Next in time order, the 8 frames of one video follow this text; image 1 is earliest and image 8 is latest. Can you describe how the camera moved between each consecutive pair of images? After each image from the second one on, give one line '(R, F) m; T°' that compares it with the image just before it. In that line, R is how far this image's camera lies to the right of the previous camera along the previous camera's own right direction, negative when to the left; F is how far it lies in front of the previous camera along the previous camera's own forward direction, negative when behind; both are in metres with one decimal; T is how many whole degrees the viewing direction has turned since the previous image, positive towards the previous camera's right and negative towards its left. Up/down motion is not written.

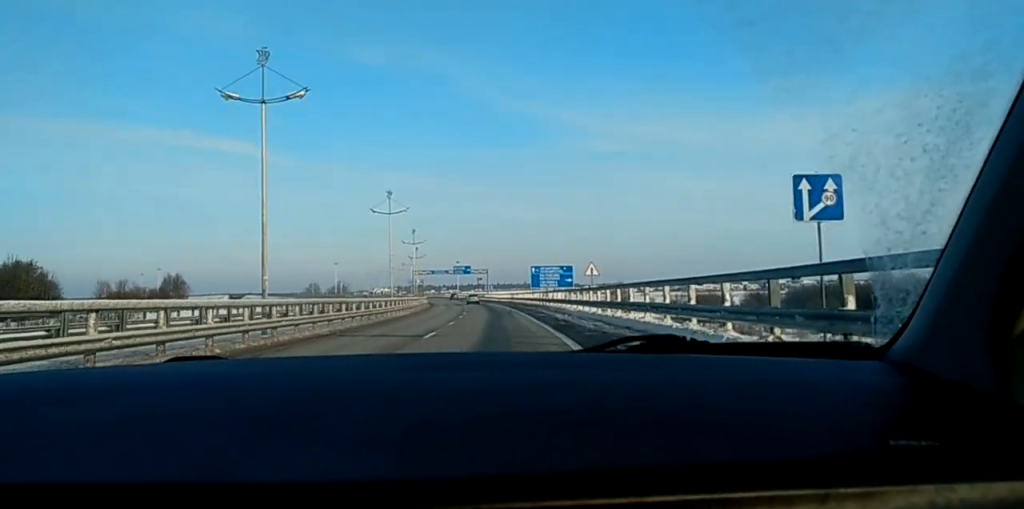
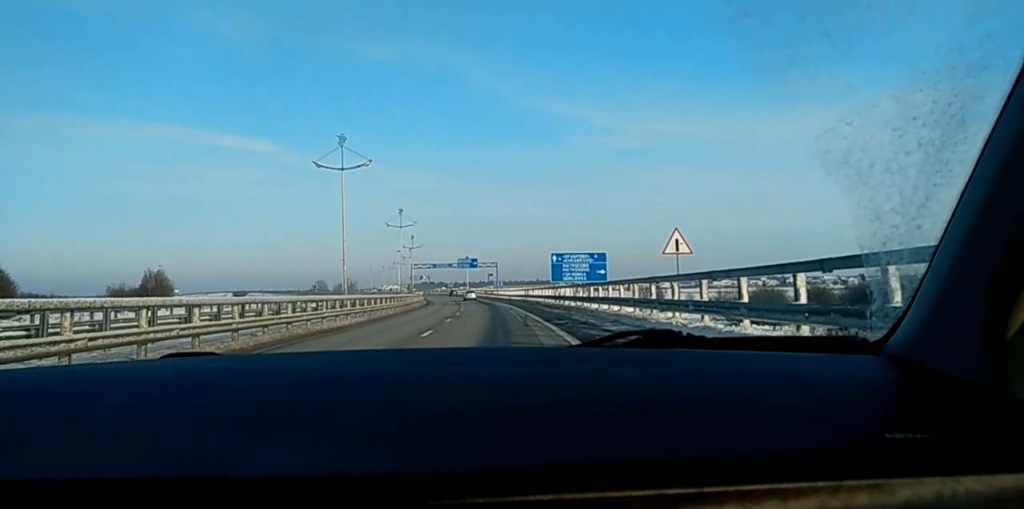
(0.0, +24.4) m; -1°
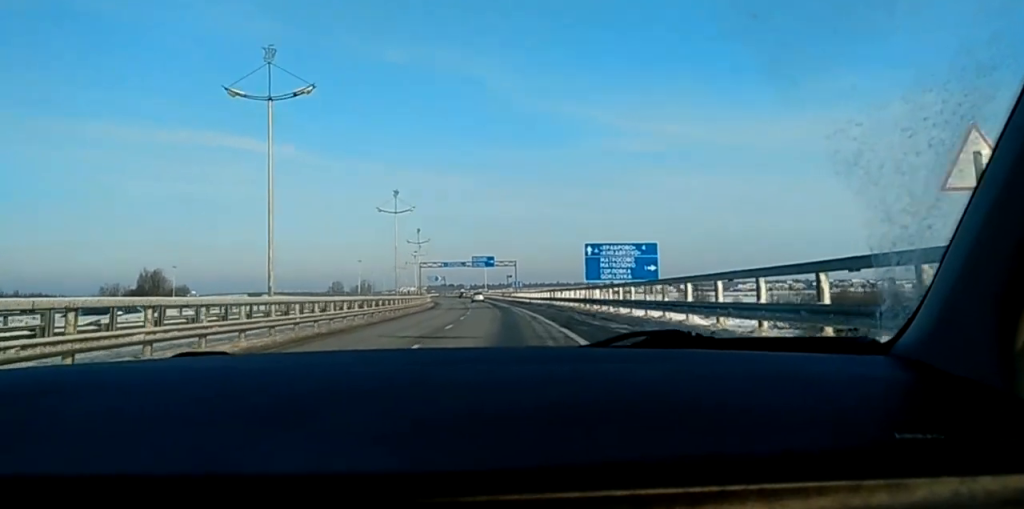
(-0.2, +18.1) m; -1°
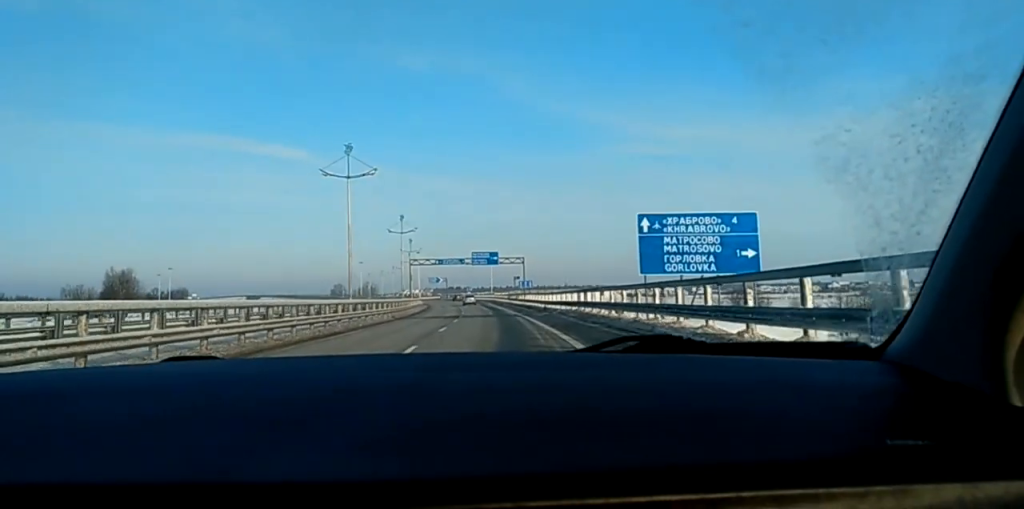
(-0.3, +22.5) m; -1°
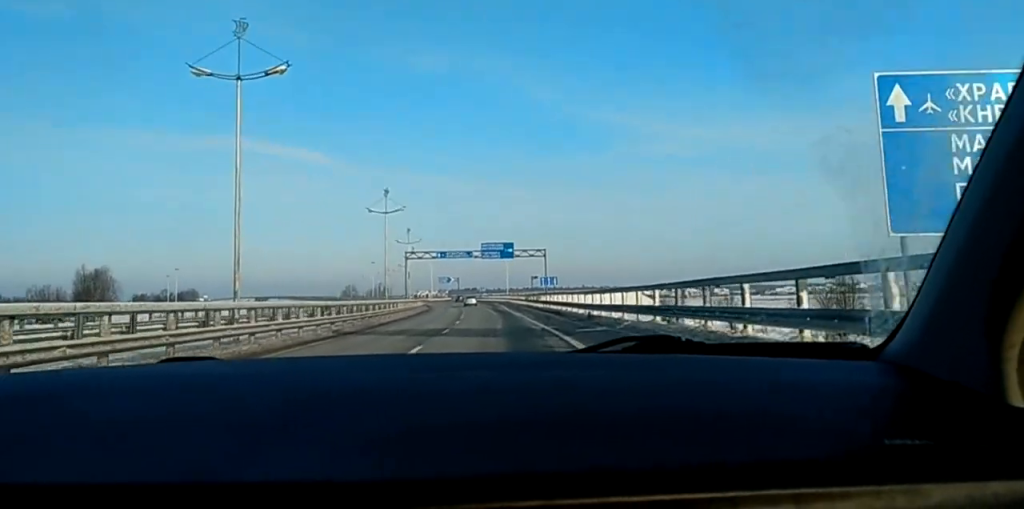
(-0.2, +22.5) m; -1°
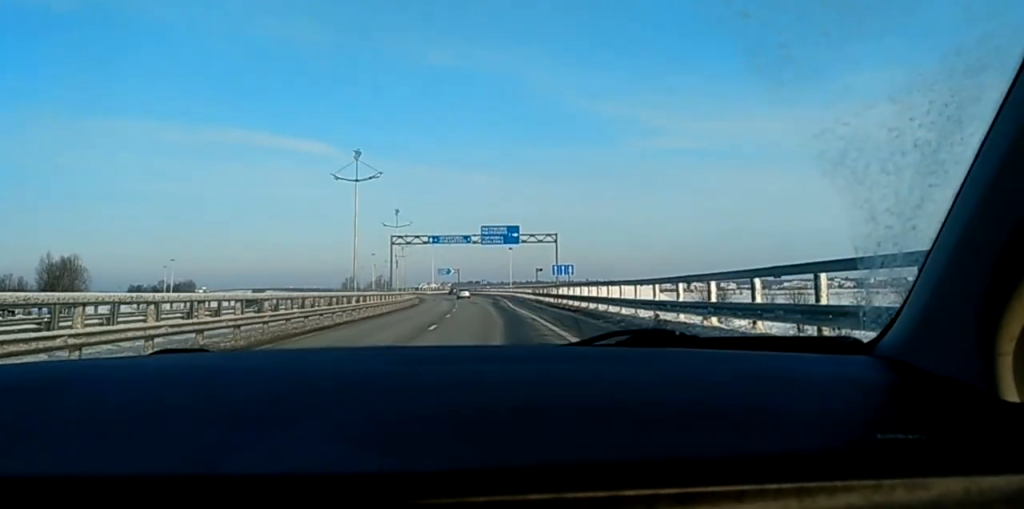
(-0.1, +15.2) m; -1°
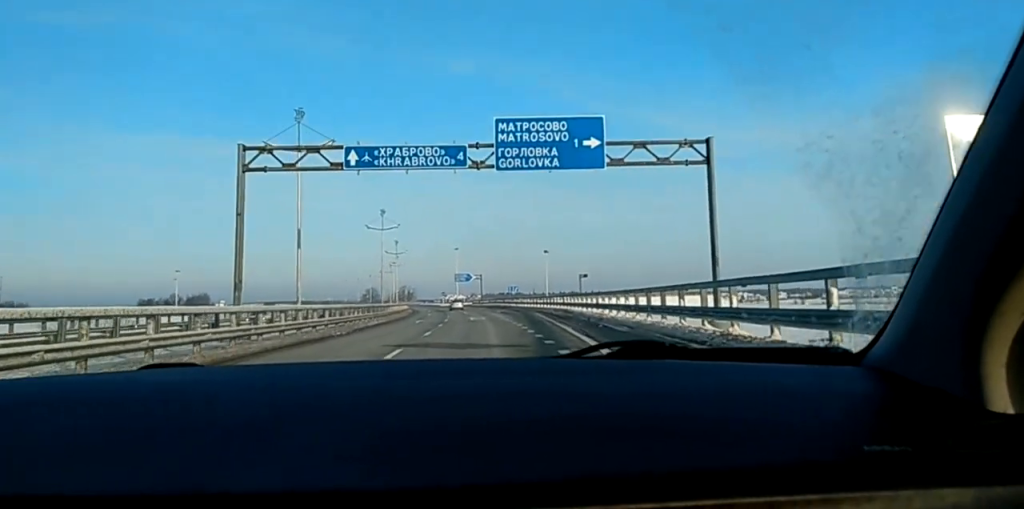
(-1.2, +55.6) m; -2°
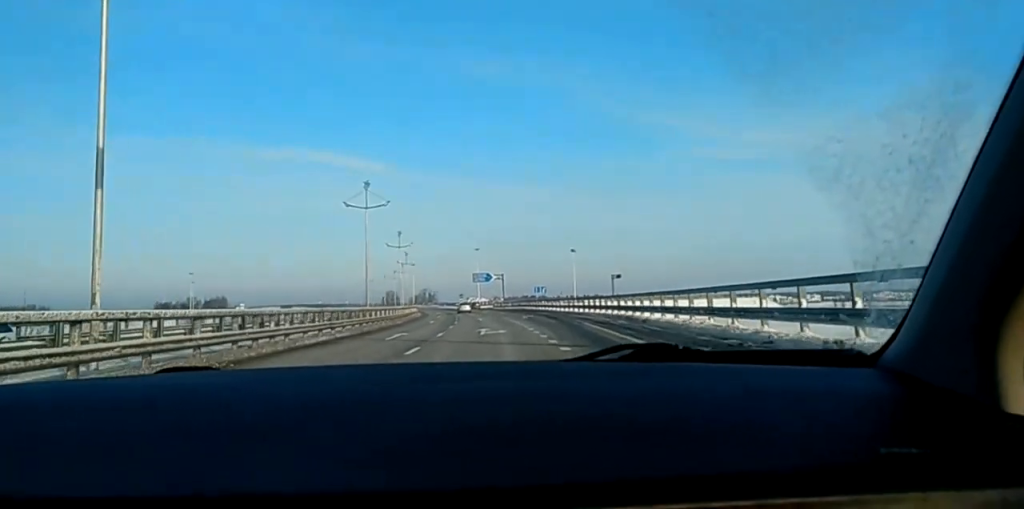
(-0.1, +22.0) m; -1°
